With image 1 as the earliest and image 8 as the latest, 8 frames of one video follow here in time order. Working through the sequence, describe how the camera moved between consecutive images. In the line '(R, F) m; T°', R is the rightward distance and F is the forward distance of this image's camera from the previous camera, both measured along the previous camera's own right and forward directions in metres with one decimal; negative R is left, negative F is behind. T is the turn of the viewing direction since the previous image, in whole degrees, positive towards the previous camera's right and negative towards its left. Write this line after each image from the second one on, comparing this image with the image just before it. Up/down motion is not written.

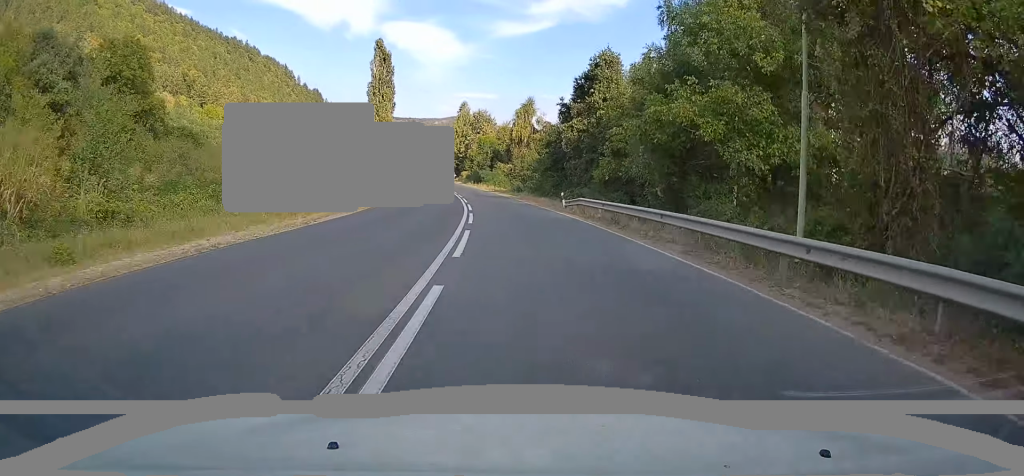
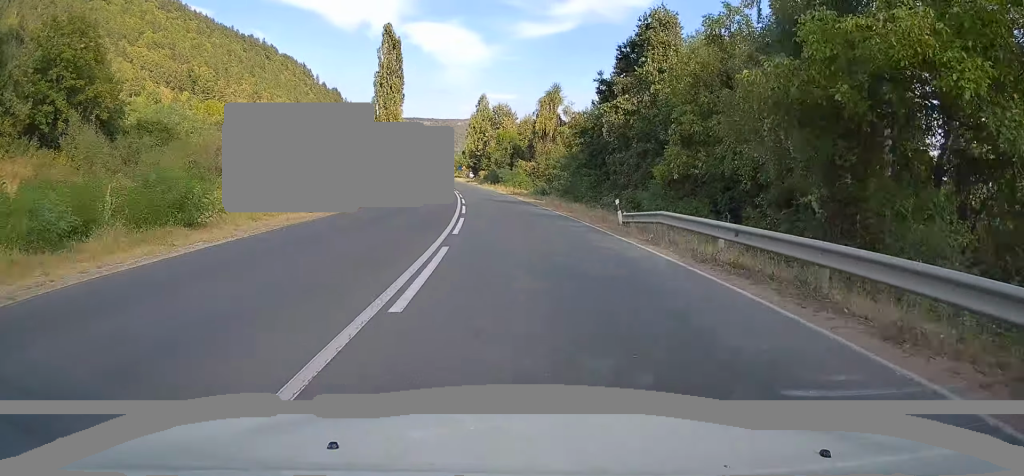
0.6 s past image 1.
(-0.3, +13.6) m; -2°
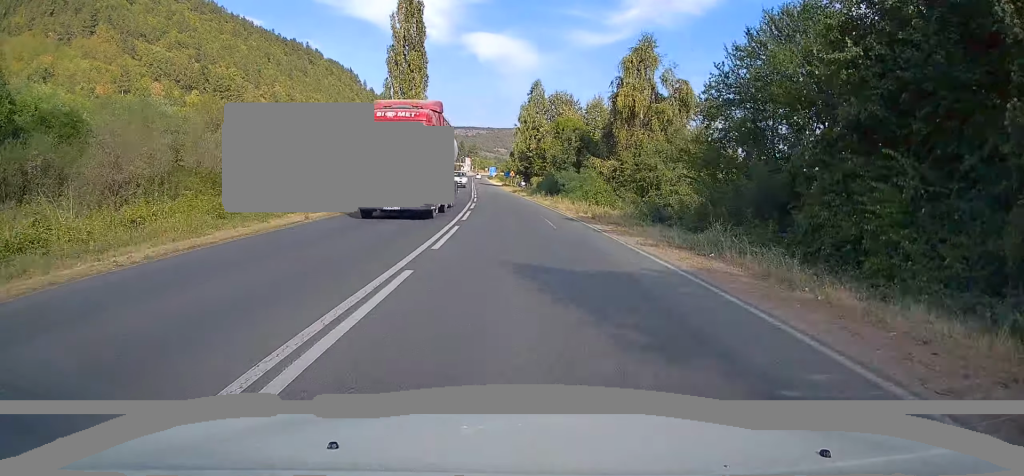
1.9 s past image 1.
(-1.3, +29.9) m; -5°
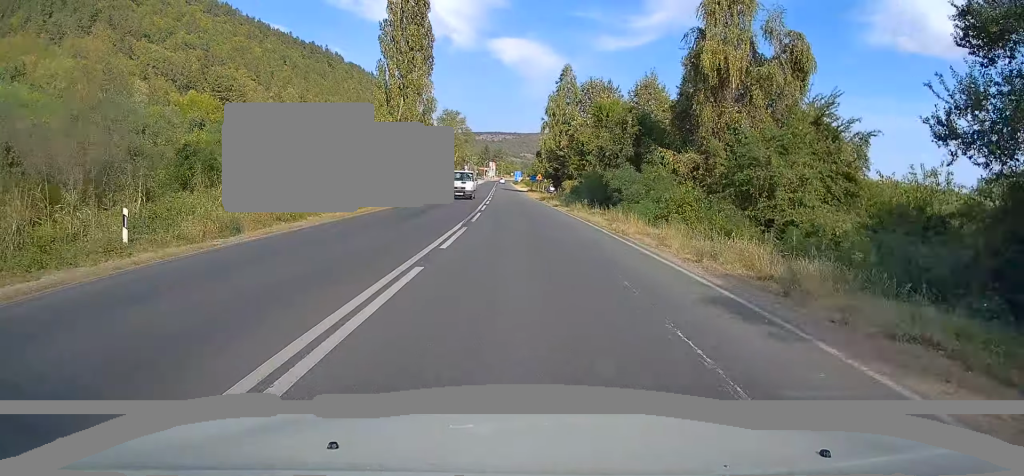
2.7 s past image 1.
(-0.4, +17.2) m; -3°
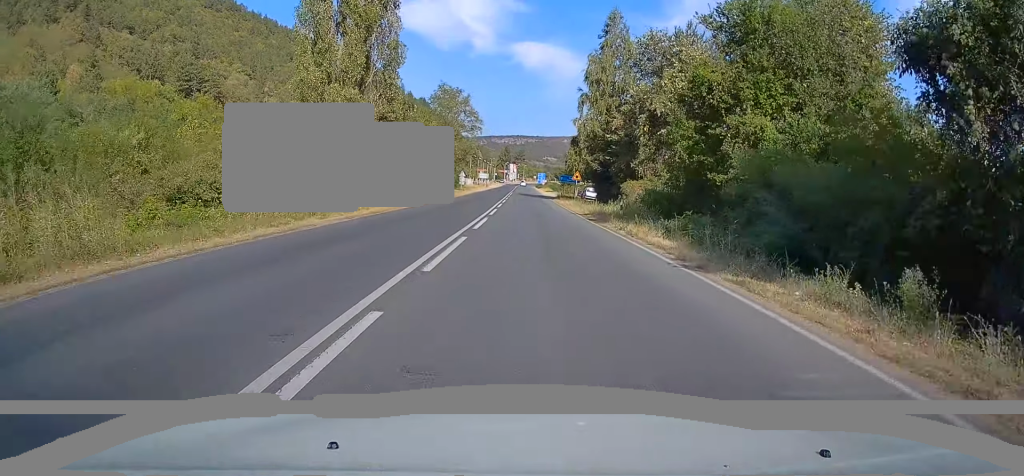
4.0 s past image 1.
(-1.1, +30.1) m; -3°
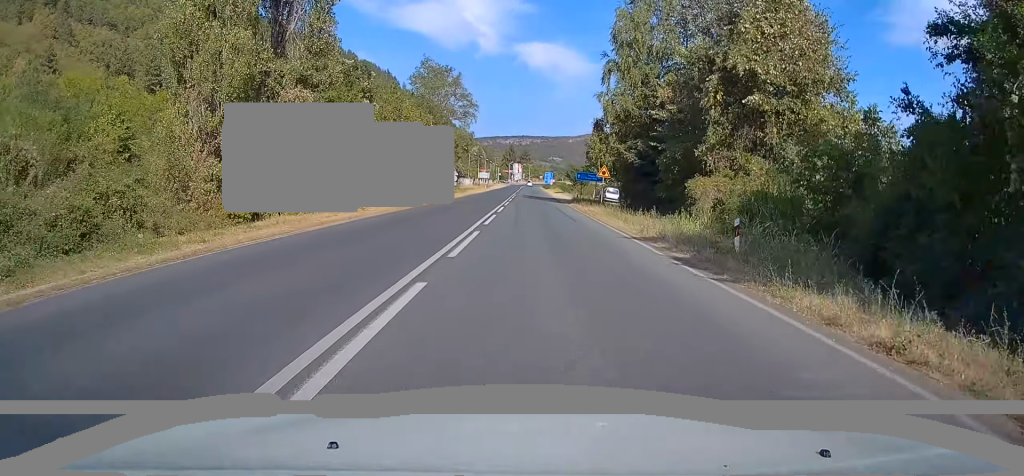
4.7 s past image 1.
(-0.1, +15.9) m; -1°
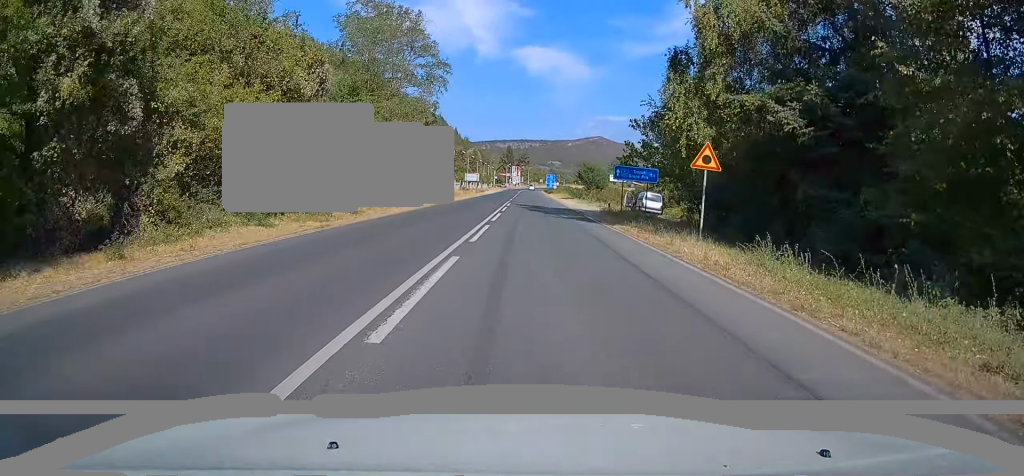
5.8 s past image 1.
(-0.2, +23.4) m; -1°
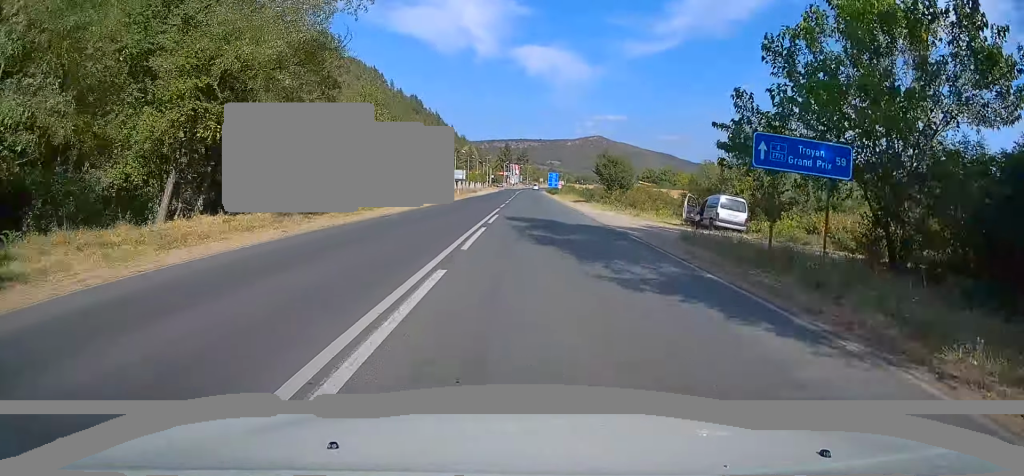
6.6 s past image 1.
(-0.1, +19.7) m; 0°
